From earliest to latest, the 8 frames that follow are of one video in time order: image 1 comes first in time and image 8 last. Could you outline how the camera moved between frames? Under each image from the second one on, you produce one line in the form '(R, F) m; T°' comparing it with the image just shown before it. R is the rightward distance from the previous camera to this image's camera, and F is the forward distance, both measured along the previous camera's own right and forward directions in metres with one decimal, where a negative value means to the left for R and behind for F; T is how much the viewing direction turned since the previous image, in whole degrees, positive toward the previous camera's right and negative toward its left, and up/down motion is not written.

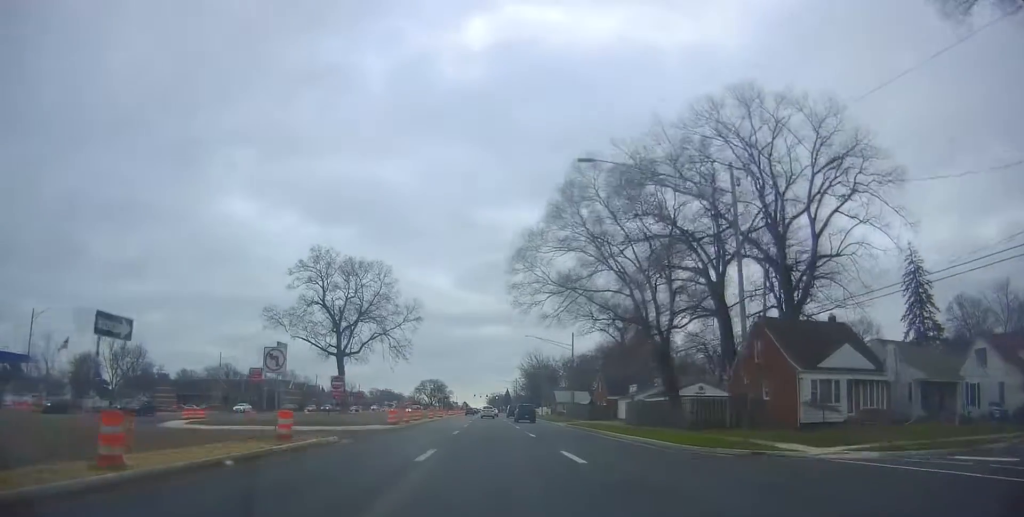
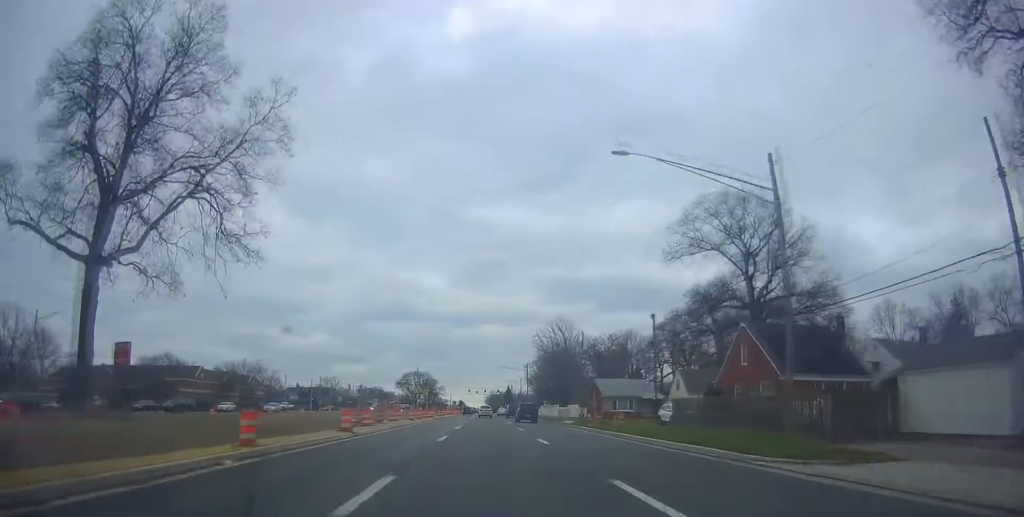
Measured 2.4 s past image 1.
(+0.1, +52.7) m; 0°
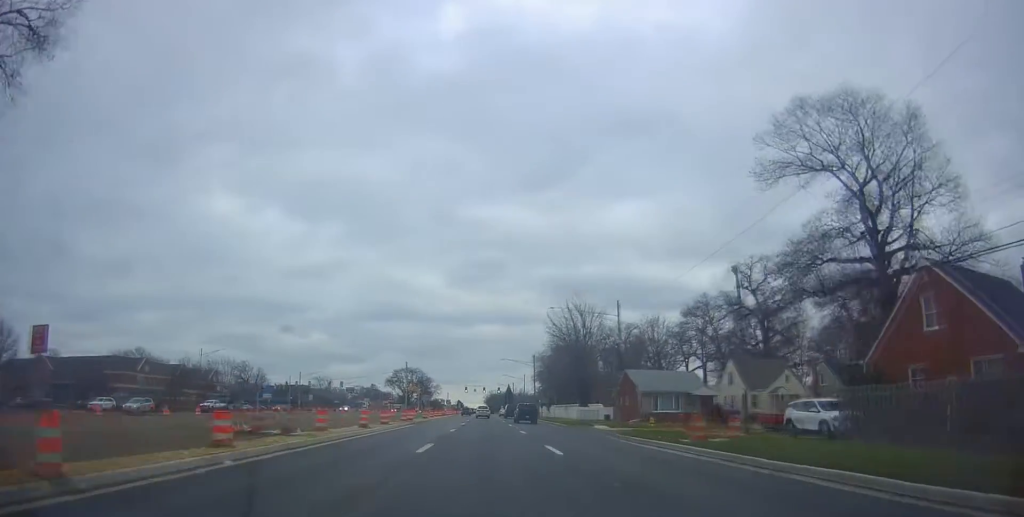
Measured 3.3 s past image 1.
(+0.4, +19.5) m; +1°
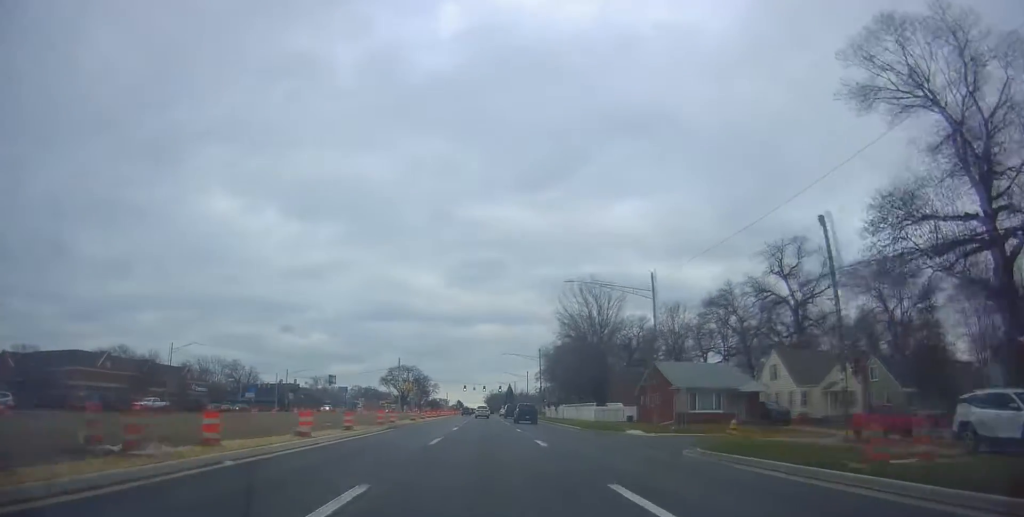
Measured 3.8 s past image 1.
(-0.2, +10.8) m; 0°
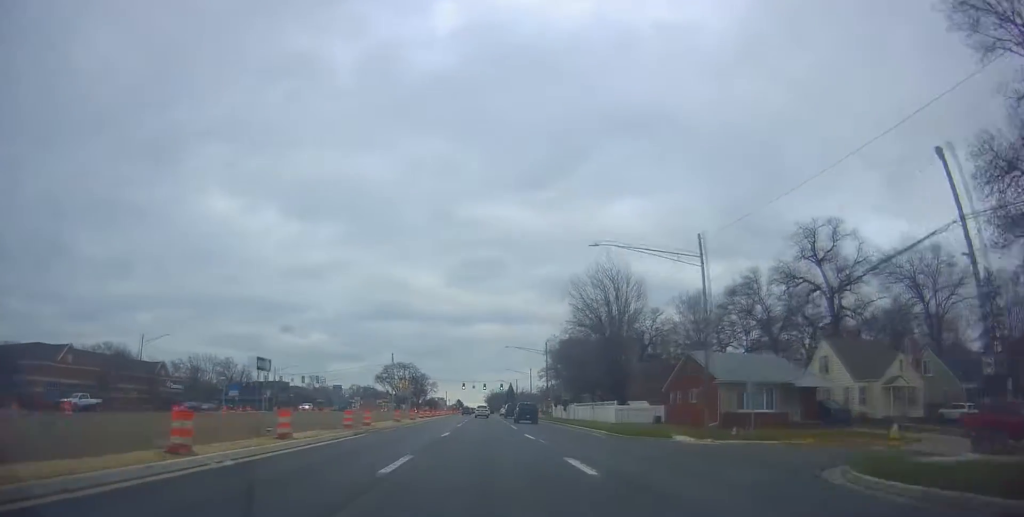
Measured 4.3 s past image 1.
(0.0, +9.3) m; 0°
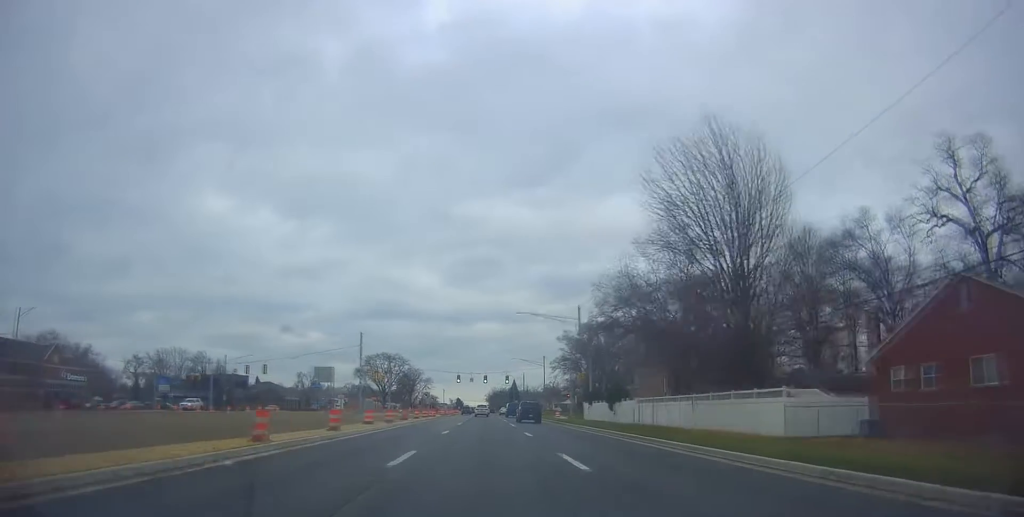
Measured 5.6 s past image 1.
(-0.2, +28.7) m; -1°
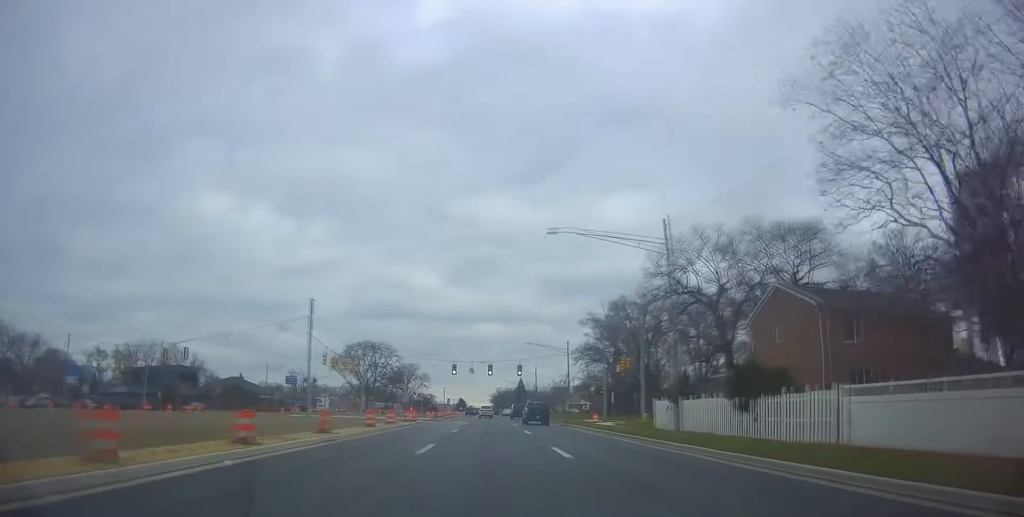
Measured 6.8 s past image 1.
(+0.2, +26.0) m; 0°
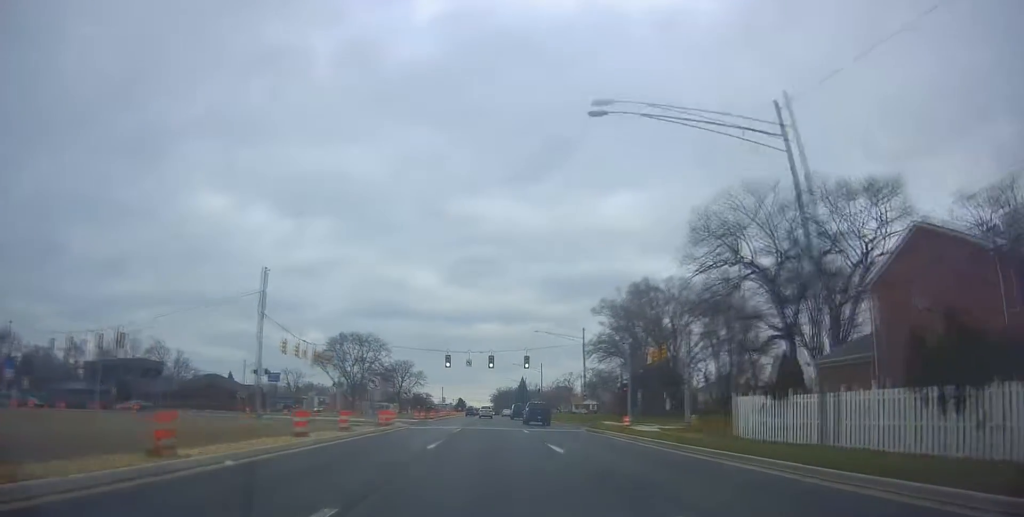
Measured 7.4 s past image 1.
(0.0, +13.1) m; 0°
